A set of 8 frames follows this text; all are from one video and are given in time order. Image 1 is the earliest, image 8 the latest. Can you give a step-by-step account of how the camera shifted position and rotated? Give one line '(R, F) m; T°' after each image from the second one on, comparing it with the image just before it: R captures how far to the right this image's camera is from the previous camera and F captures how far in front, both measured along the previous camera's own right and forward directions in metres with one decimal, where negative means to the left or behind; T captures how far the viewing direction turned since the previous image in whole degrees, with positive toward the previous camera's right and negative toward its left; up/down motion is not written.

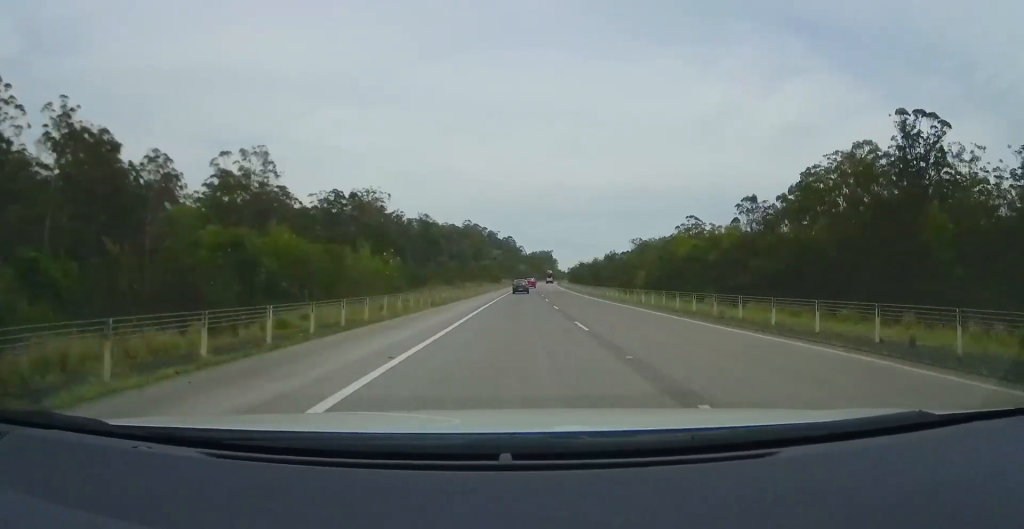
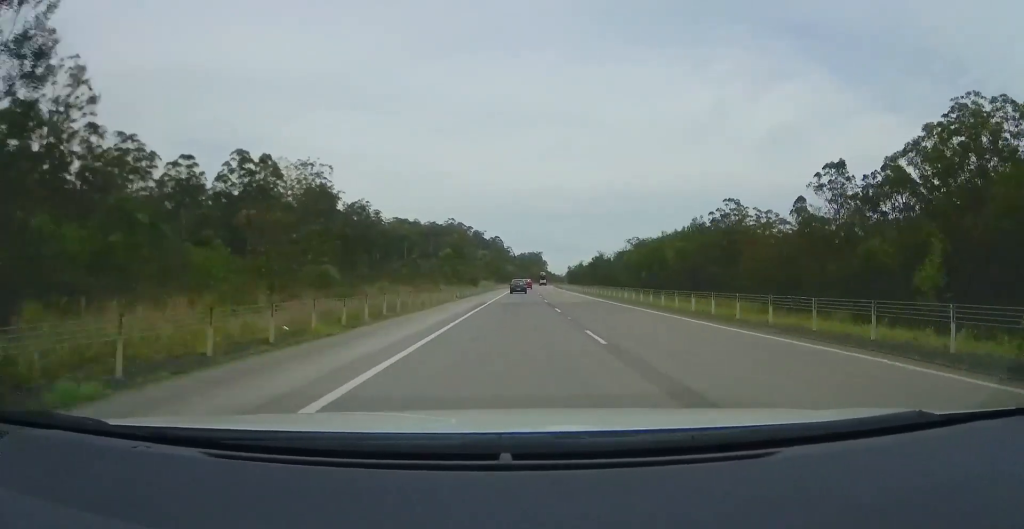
(+0.9, +38.6) m; +2°
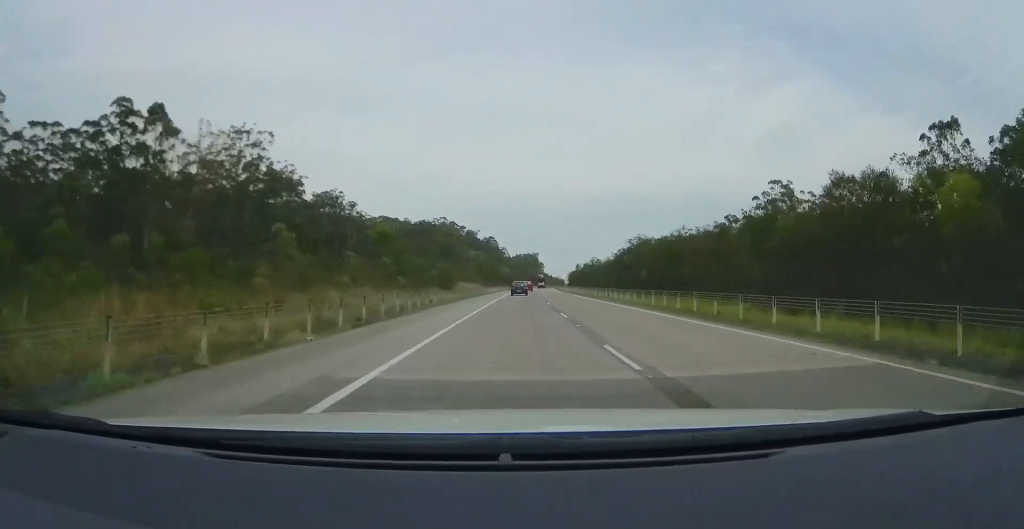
(+0.2, +27.7) m; 0°
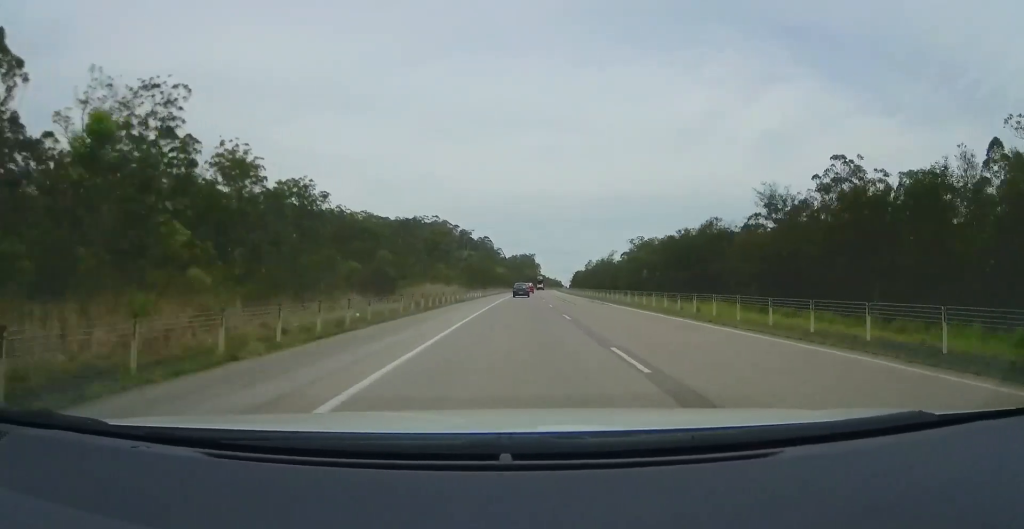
(0.0, +23.9) m; 0°
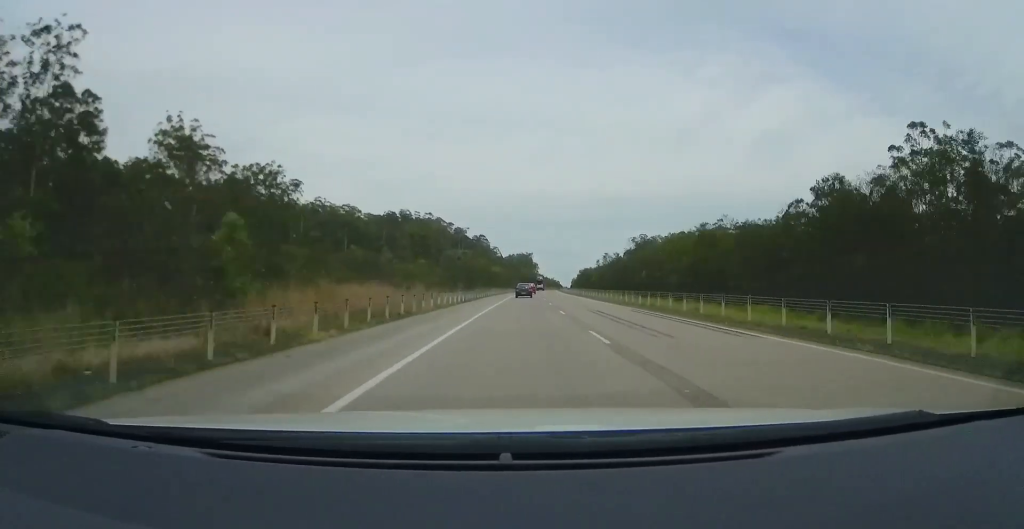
(-0.1, +19.0) m; +1°
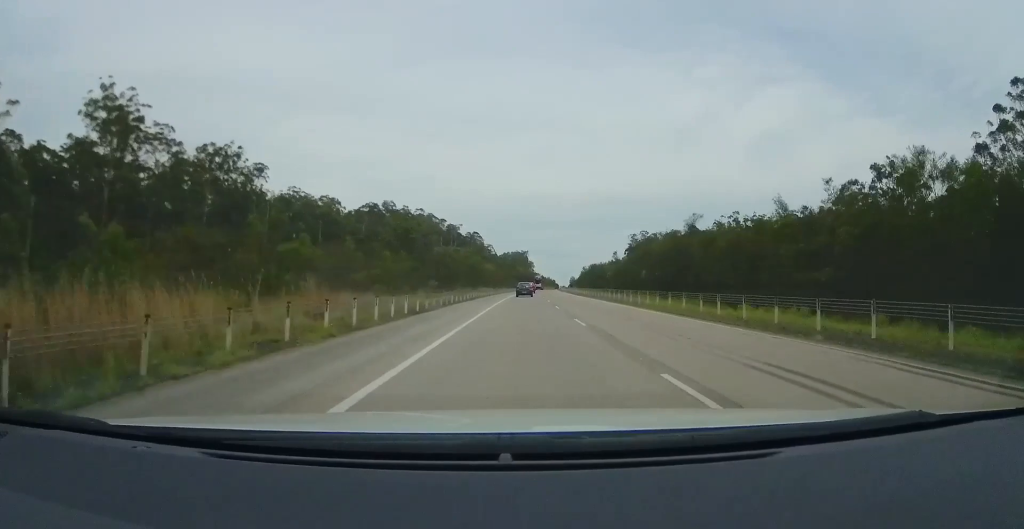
(+0.3, +19.0) m; +1°
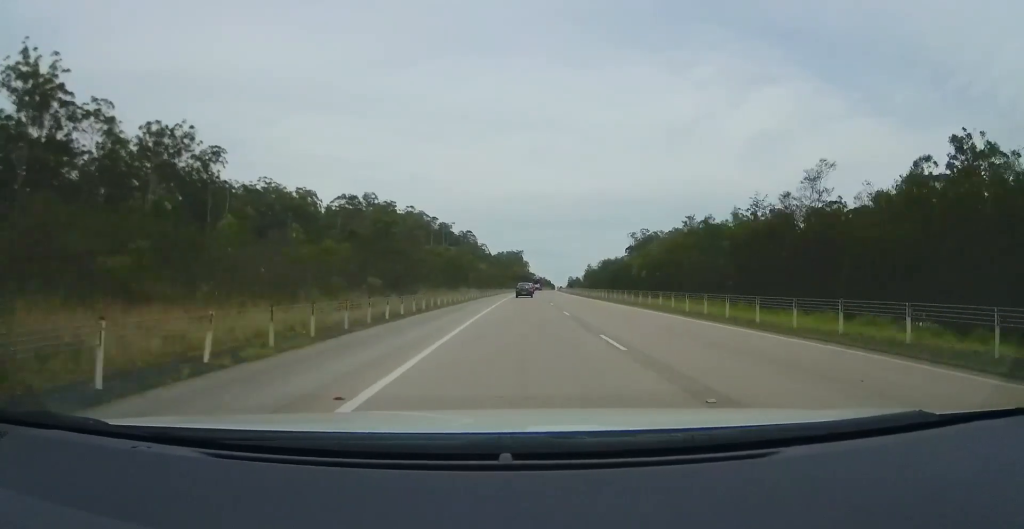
(+0.1, +17.9) m; 0°
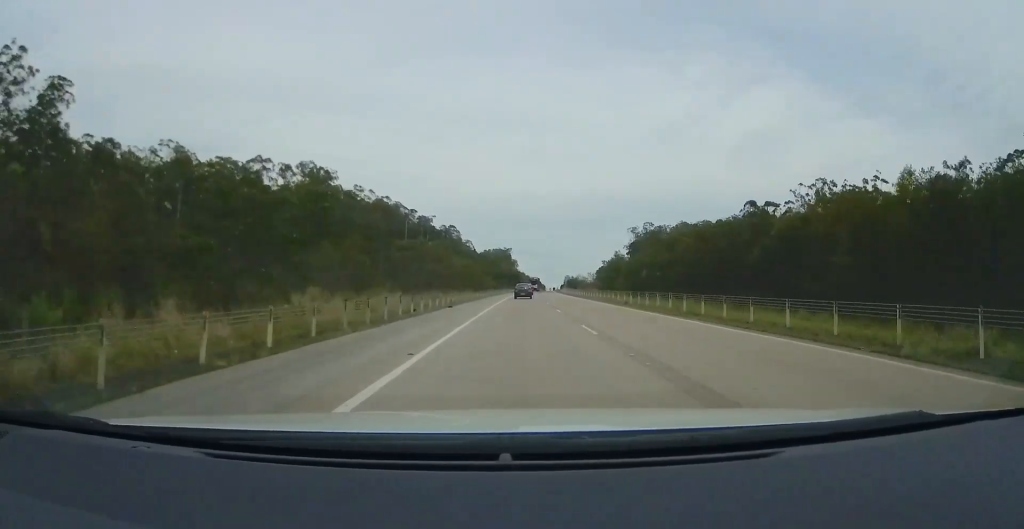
(+0.1, +44.4) m; 0°
